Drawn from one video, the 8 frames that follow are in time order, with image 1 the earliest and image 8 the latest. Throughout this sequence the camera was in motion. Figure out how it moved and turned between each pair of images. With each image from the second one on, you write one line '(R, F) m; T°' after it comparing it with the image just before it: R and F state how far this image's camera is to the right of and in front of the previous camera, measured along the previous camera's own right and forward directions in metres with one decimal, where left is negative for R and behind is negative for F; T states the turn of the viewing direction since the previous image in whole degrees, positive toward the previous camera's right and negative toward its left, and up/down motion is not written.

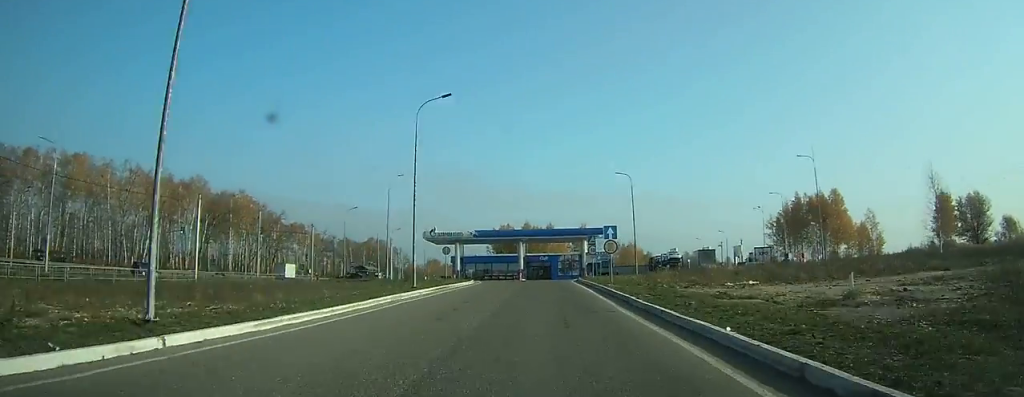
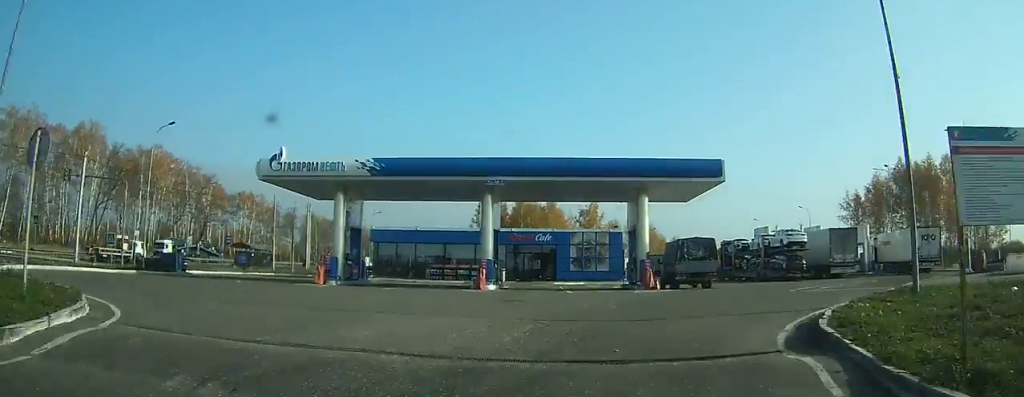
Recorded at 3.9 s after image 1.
(-2.2, +31.8) m; -3°
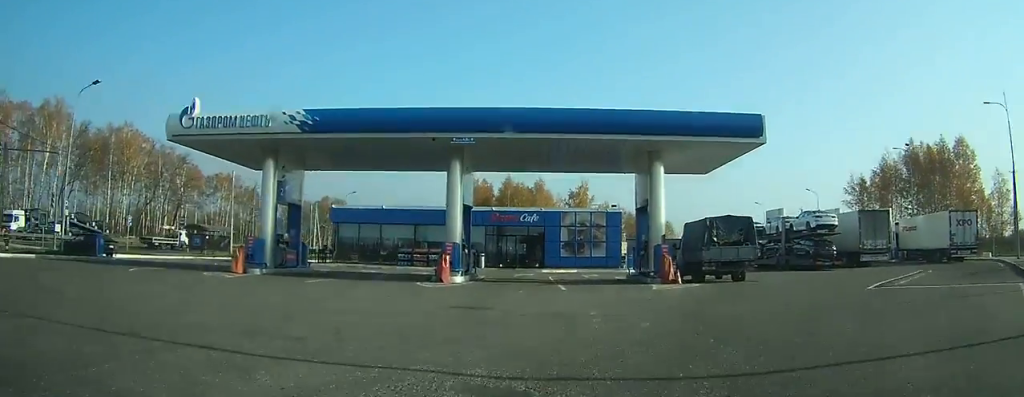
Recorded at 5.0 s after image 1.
(0.0, +8.1) m; +2°
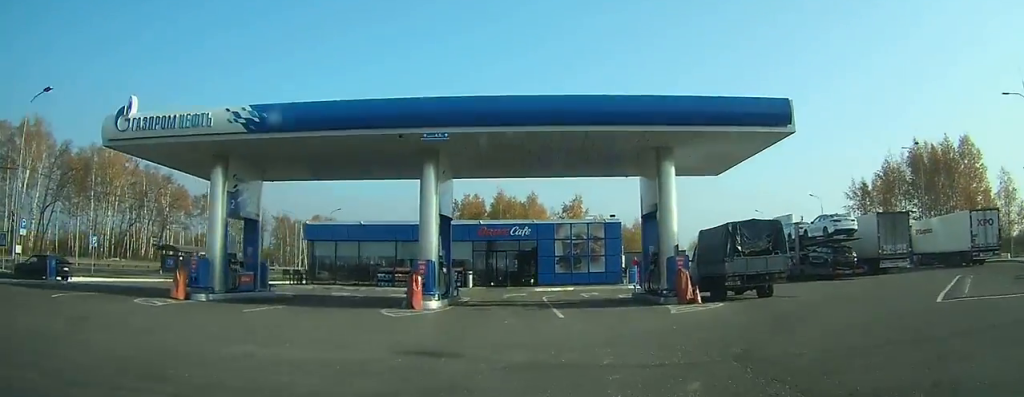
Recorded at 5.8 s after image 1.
(0.0, +5.6) m; +3°
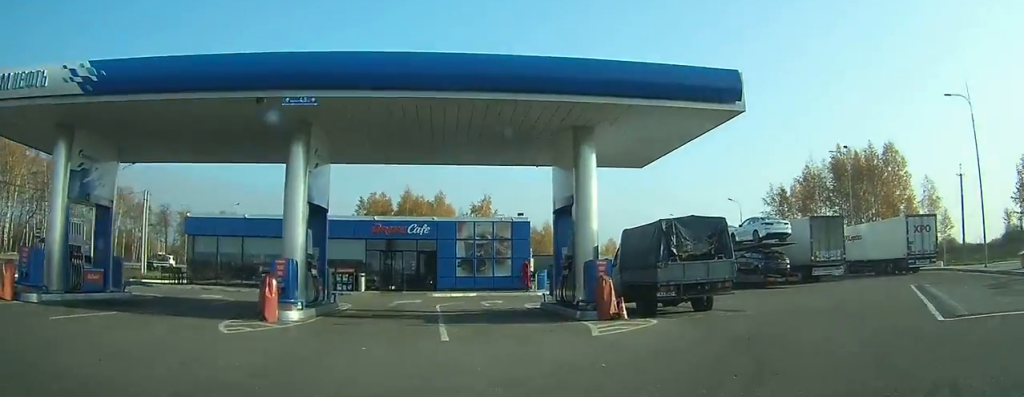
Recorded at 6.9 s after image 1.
(+0.2, +6.4) m; +9°
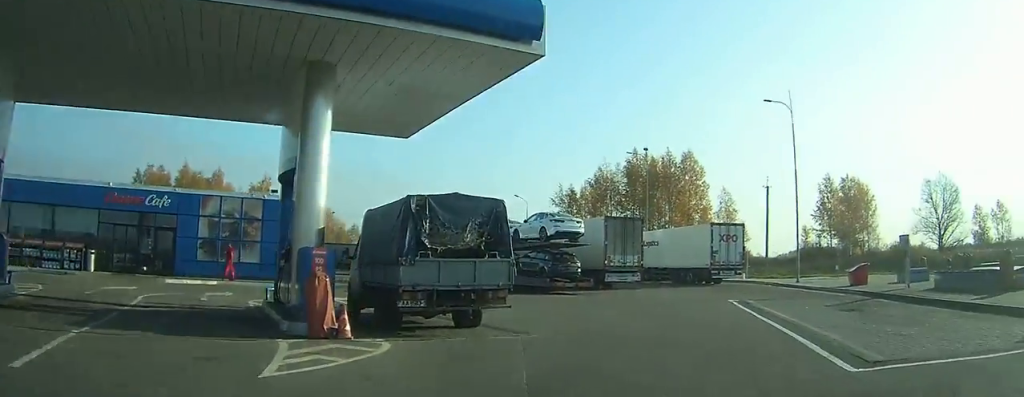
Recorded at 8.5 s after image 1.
(+1.1, +7.8) m; +10°
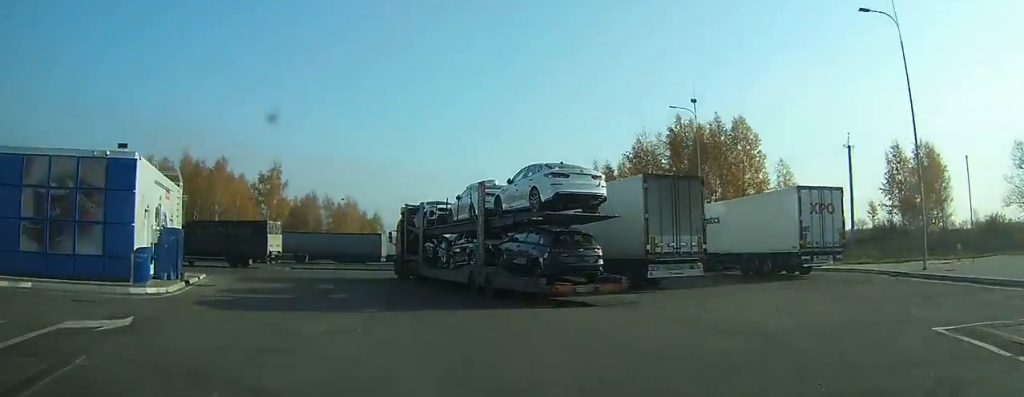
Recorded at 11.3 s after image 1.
(+1.0, +12.3) m; -10°
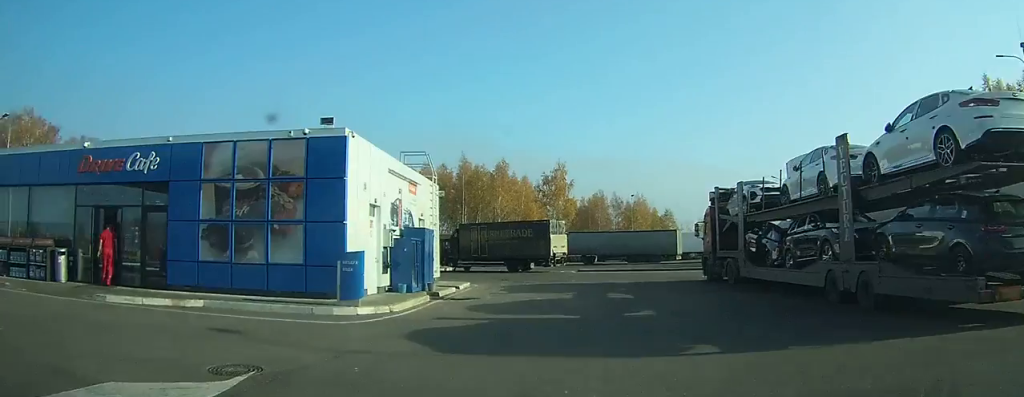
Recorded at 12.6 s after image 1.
(-1.1, +5.0) m; -12°
